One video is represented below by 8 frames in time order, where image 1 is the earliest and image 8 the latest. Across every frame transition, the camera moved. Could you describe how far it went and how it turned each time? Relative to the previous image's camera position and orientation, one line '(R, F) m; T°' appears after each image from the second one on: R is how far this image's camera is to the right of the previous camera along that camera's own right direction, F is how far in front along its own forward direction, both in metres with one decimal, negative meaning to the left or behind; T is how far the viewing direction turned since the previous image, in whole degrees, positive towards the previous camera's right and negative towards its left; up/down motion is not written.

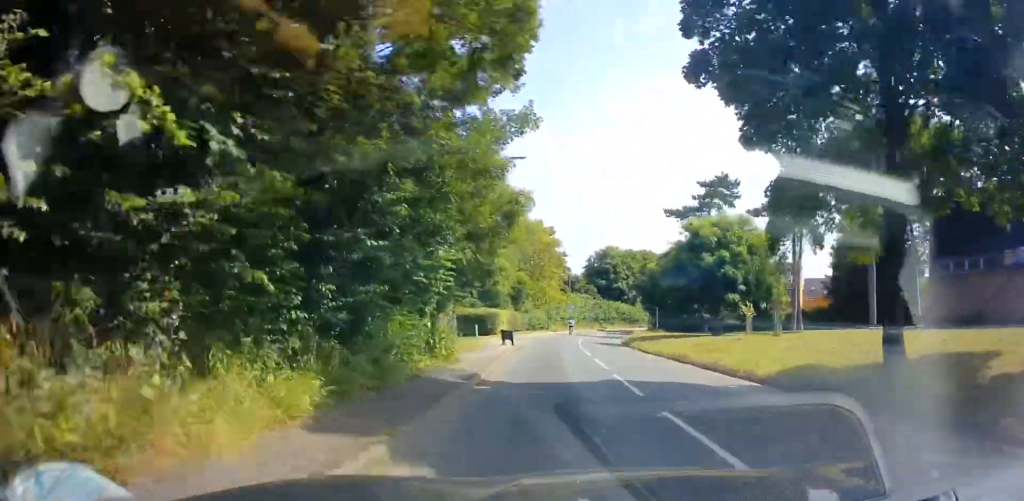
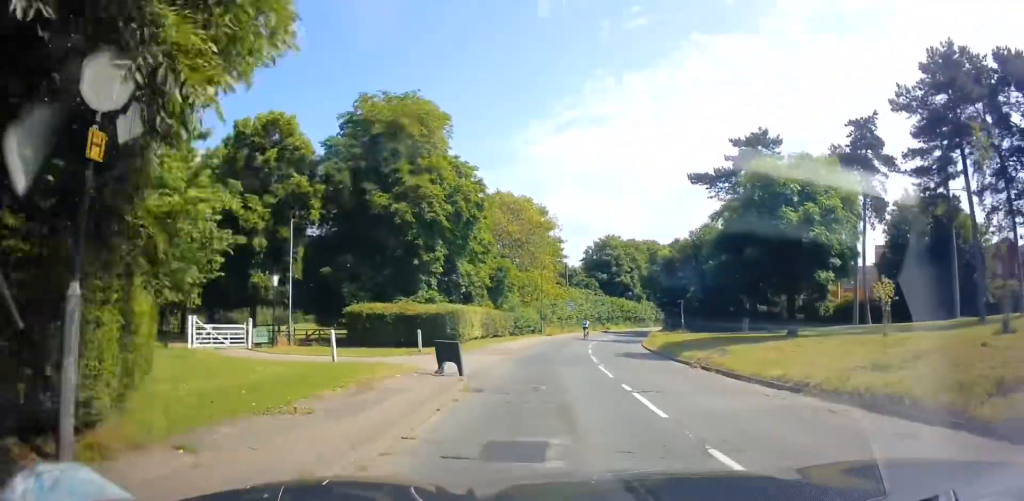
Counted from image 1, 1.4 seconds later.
(0.0, +14.9) m; +2°
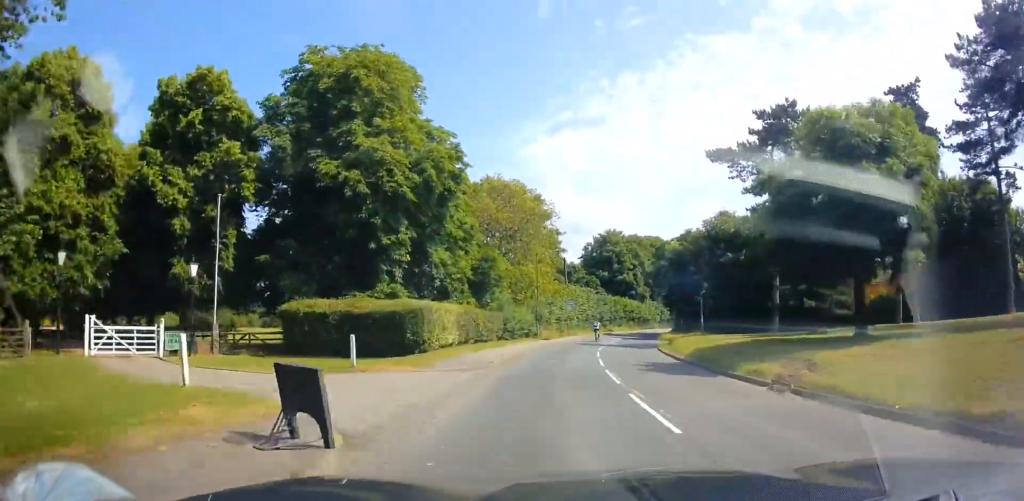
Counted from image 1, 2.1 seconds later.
(+0.2, +7.1) m; 0°
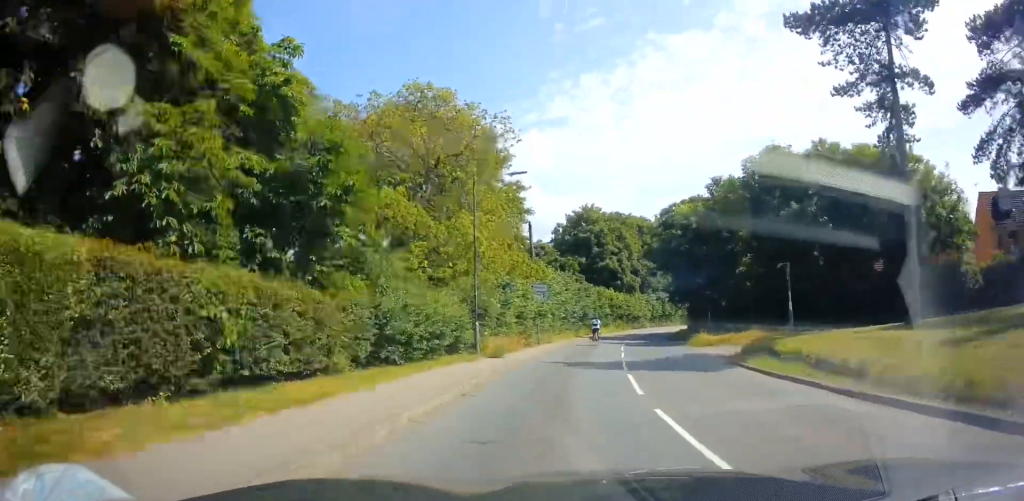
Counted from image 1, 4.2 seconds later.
(0.0, +20.1) m; +3°
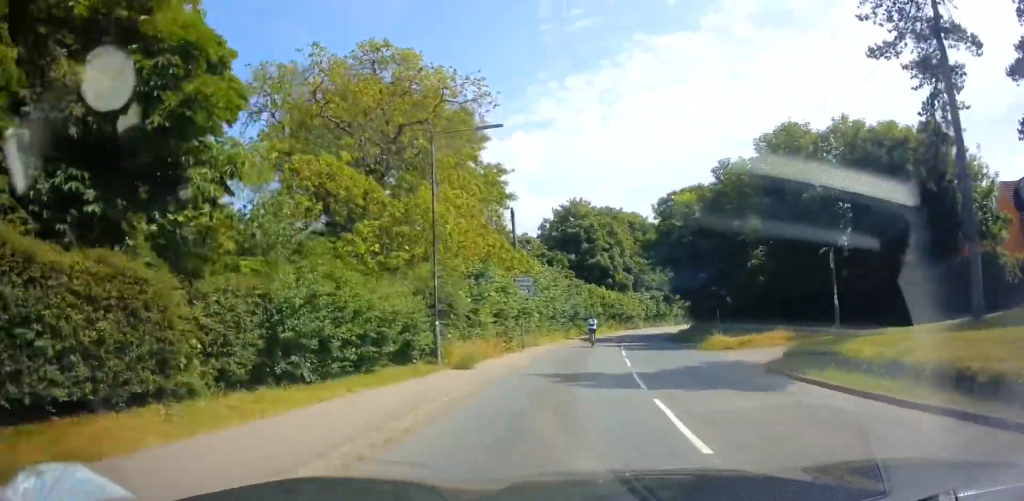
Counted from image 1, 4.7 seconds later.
(0.0, +4.8) m; +2°
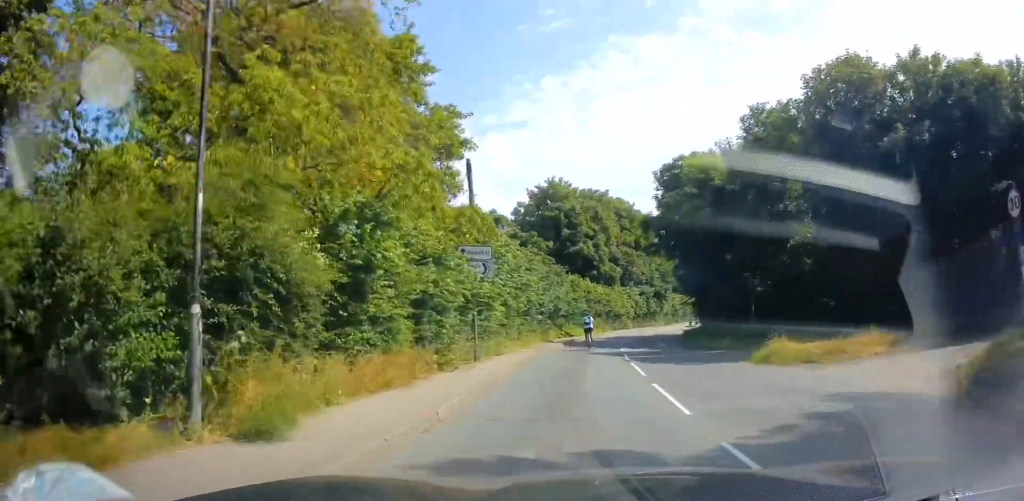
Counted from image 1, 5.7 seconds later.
(+0.4, +9.1) m; +3°
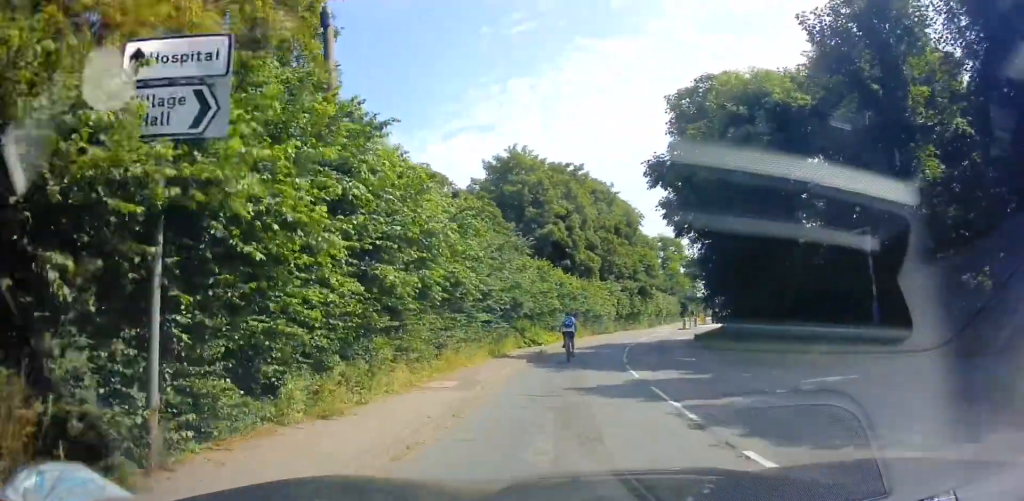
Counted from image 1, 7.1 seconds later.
(+0.4, +11.8) m; +3°
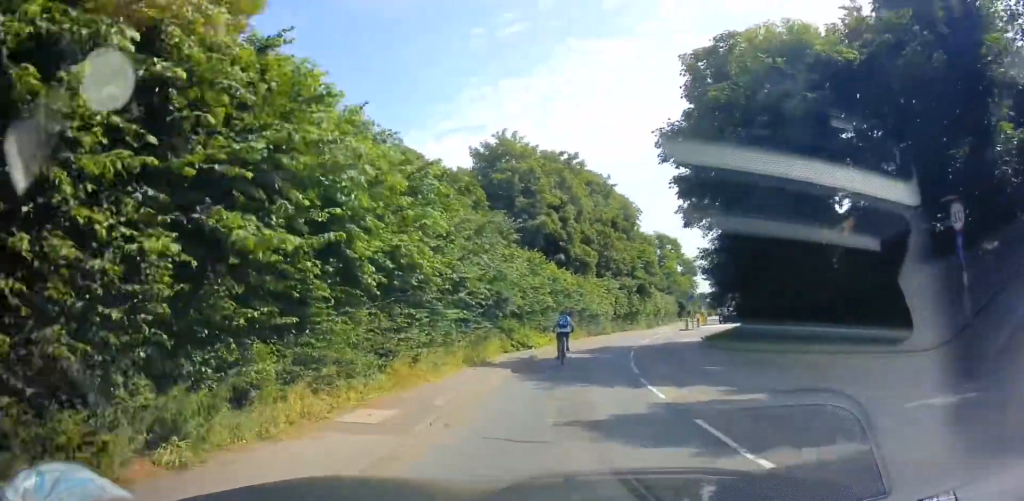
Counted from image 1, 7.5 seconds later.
(+0.2, +3.8) m; 0°
